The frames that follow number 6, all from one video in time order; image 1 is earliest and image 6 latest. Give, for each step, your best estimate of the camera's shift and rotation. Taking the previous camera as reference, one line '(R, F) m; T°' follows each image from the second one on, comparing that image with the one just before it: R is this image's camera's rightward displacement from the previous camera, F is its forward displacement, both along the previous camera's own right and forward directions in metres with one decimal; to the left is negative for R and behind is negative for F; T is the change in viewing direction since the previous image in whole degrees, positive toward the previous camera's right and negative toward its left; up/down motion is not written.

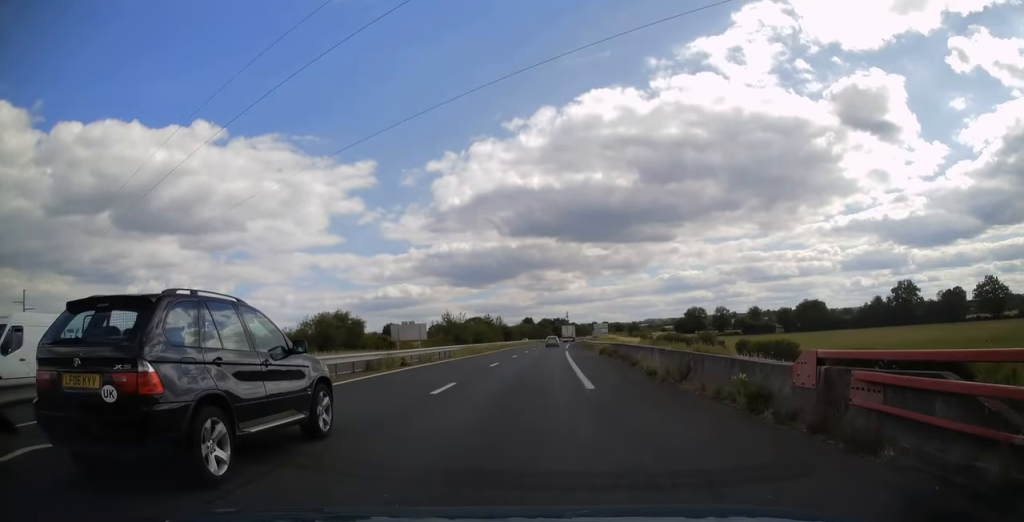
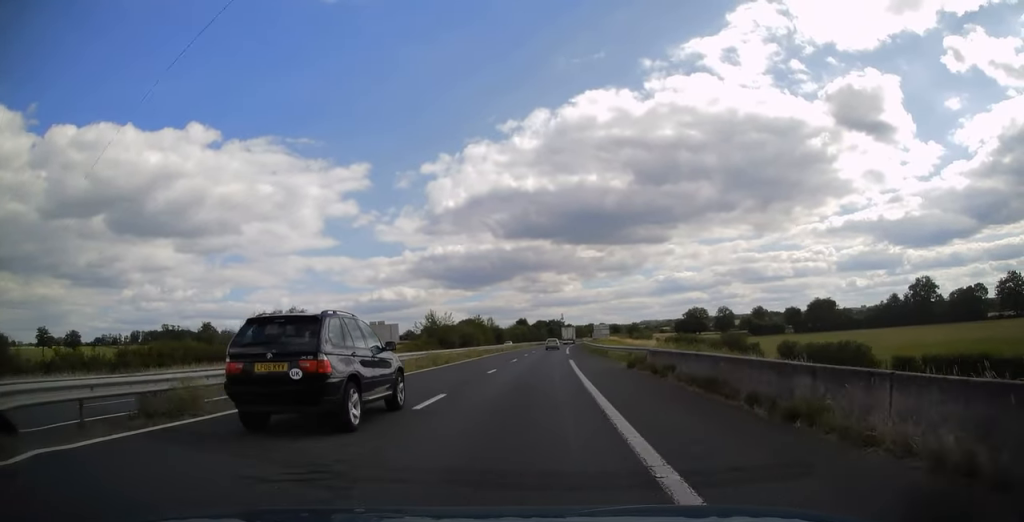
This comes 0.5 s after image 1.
(0.0, +15.4) m; 0°
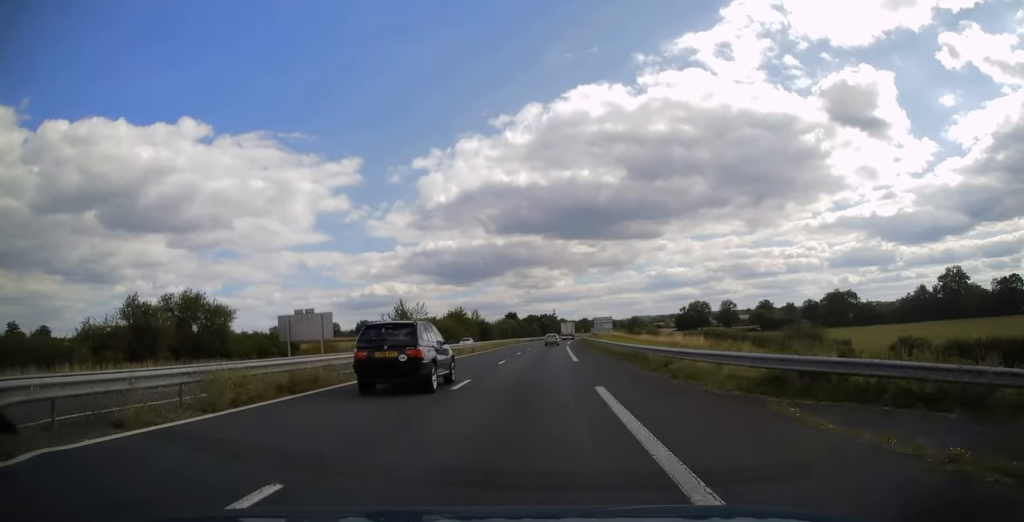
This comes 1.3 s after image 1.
(+0.2, +22.8) m; +1°
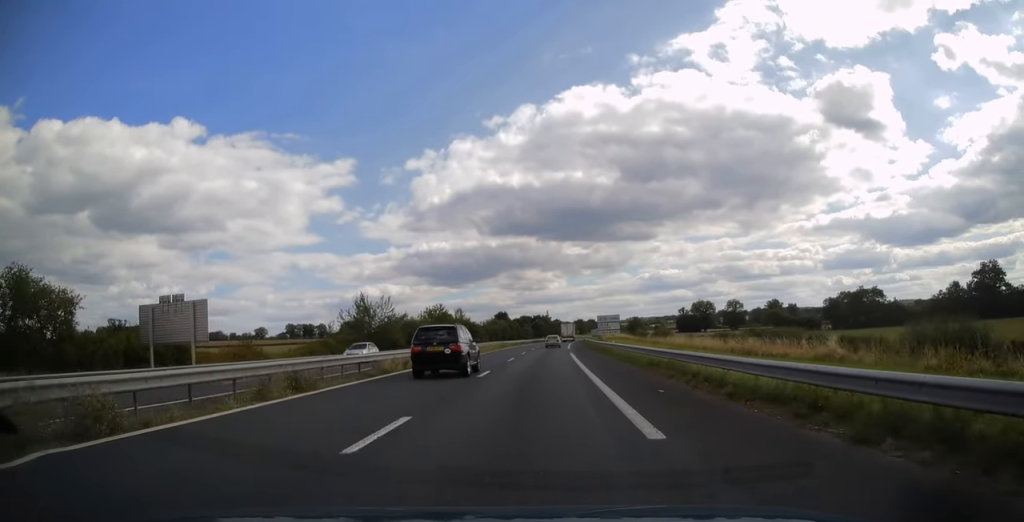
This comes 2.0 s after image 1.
(+0.1, +21.7) m; +1°
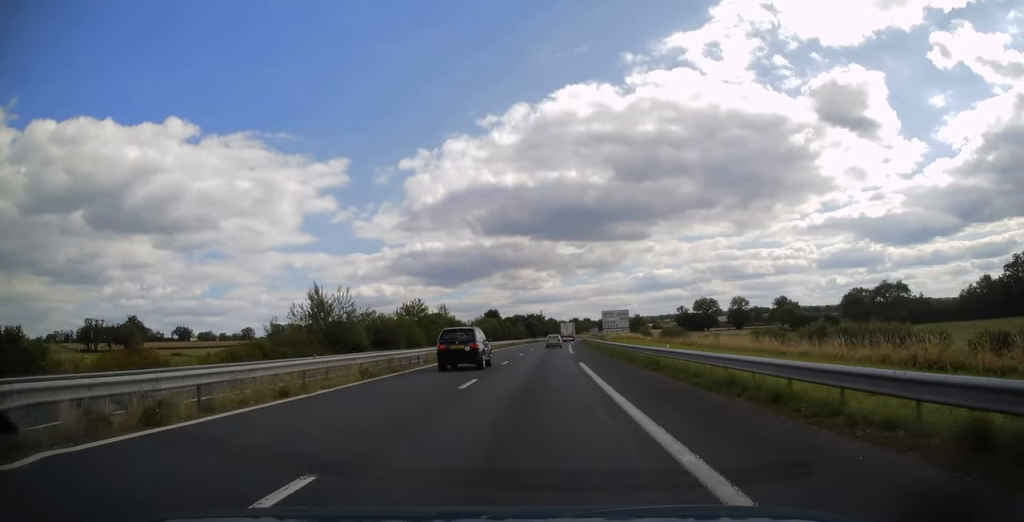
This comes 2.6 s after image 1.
(+0.1, +17.7) m; 0°
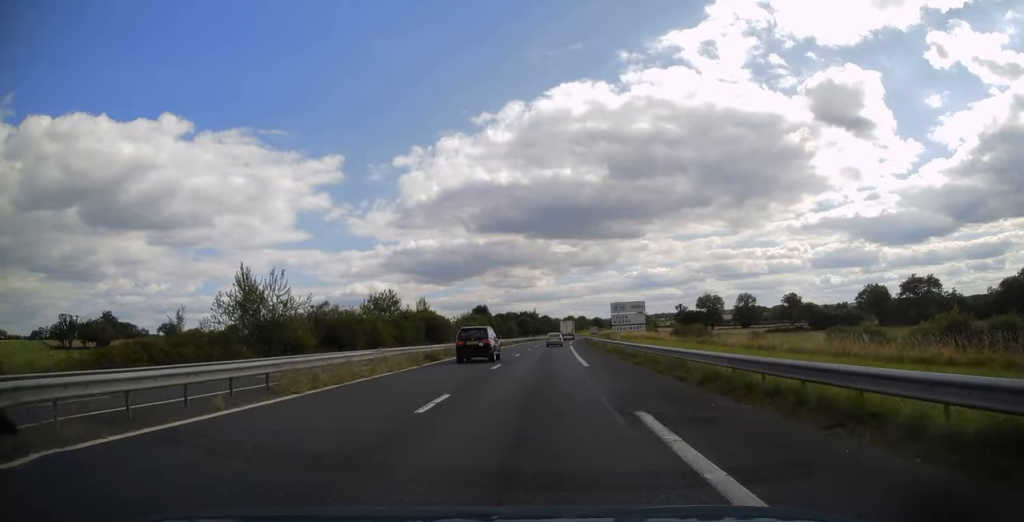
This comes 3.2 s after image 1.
(+0.1, +18.6) m; +1°
